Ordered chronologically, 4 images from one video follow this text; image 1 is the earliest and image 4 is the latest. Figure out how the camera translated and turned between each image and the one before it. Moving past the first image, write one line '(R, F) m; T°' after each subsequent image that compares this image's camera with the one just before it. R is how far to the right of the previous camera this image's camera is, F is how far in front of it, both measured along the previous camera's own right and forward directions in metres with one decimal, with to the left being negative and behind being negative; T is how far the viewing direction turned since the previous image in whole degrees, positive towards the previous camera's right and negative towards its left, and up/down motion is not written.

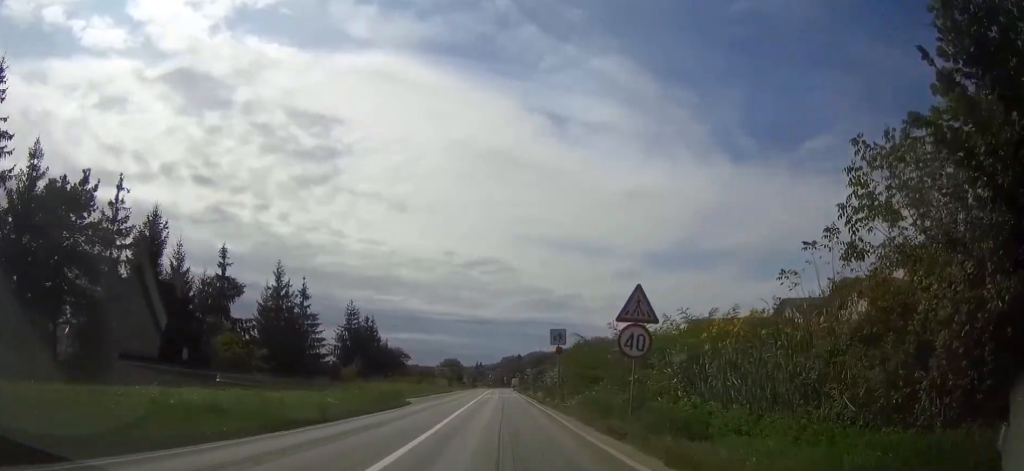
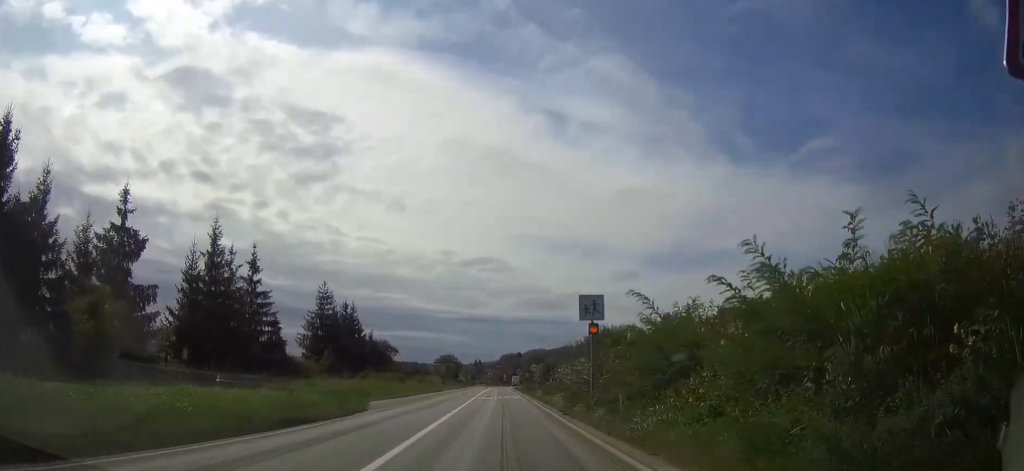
(0.0, +14.8) m; 0°
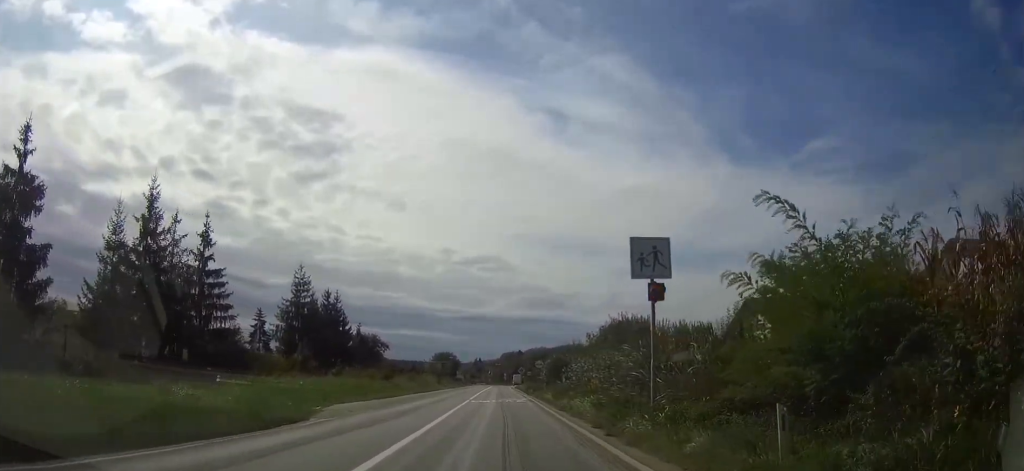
(0.0, +9.8) m; 0°
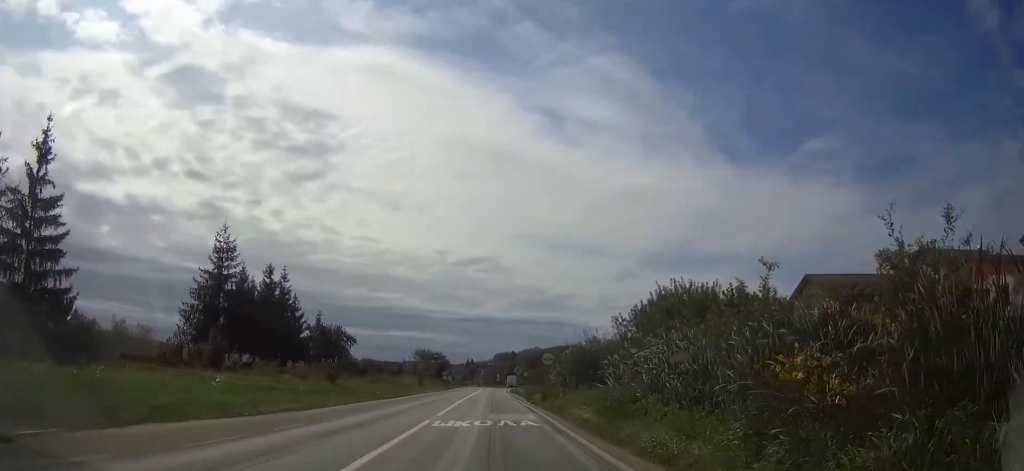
(+0.1, +18.9) m; 0°
